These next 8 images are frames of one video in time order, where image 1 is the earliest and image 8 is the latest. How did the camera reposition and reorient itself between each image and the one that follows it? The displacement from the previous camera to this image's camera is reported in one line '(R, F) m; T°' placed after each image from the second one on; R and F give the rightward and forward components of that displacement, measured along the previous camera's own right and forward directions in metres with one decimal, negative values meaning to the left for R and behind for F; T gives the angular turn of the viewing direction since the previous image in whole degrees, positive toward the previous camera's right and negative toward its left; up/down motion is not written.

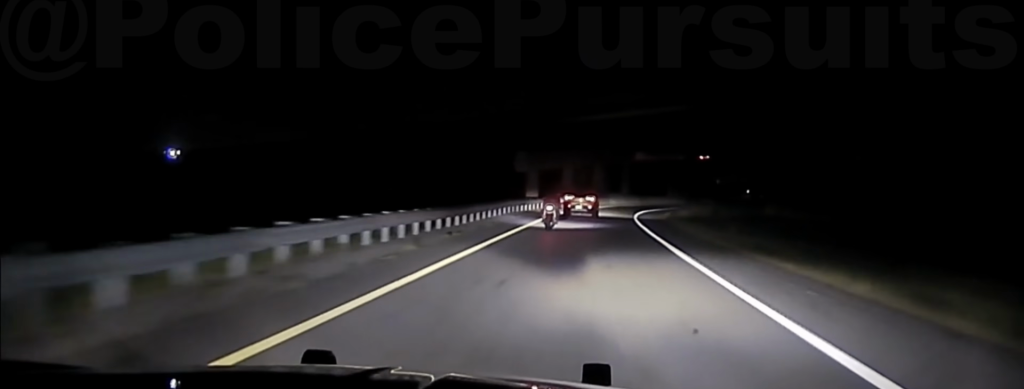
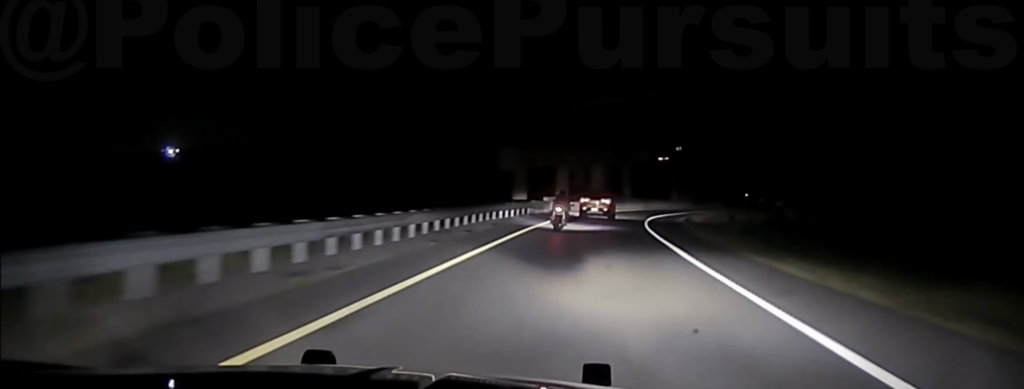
(-0.1, +12.6) m; 0°
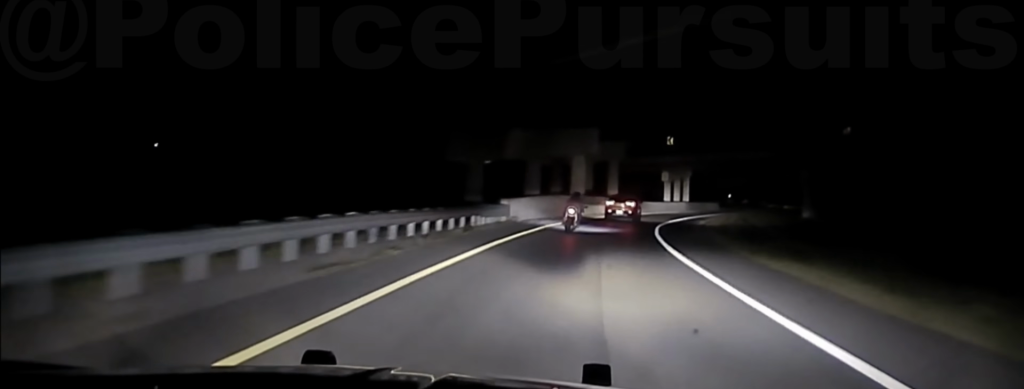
(+0.1, +19.5) m; +1°
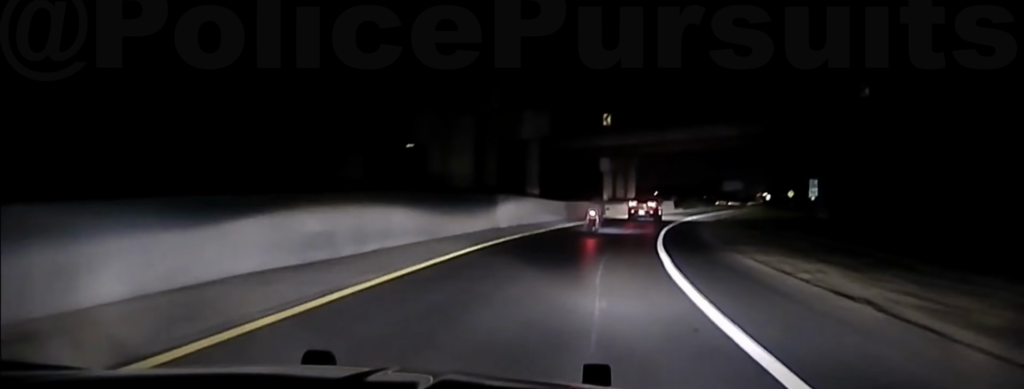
(+0.9, +31.0) m; +4°
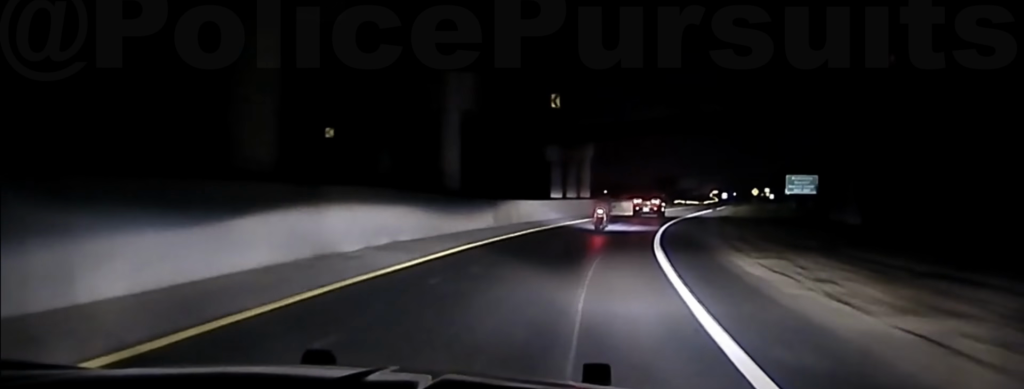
(+0.4, +15.7) m; +2°
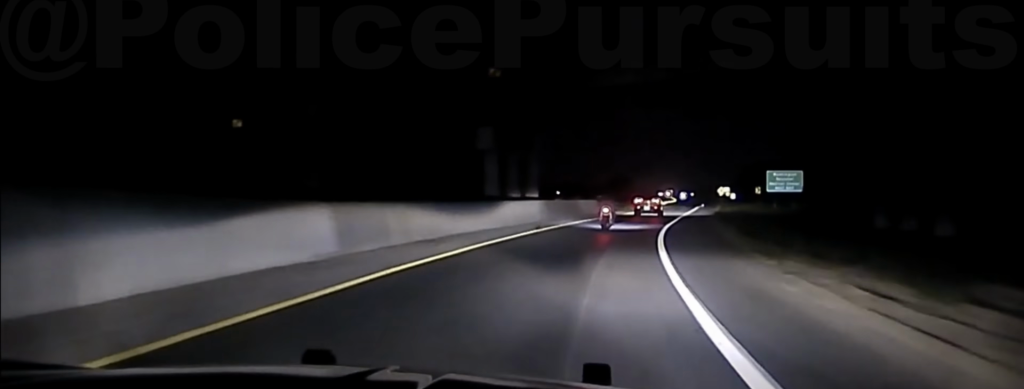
(+0.3, +15.7) m; +2°
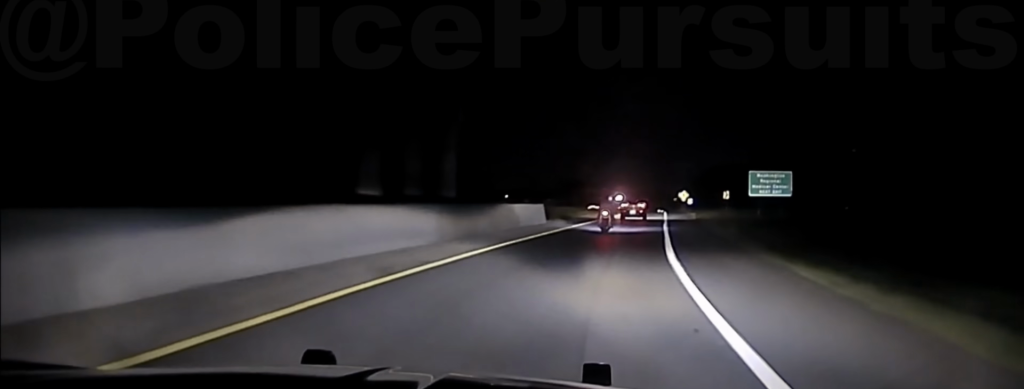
(+0.2, +17.2) m; +3°
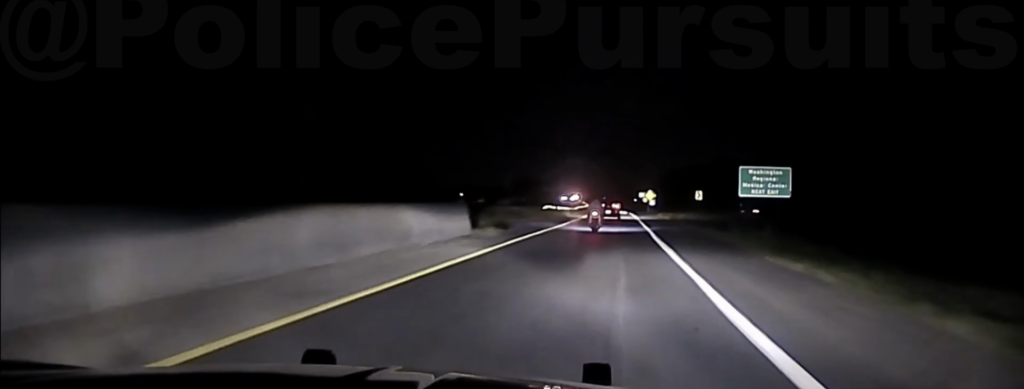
(+0.2, +16.7) m; +4°
